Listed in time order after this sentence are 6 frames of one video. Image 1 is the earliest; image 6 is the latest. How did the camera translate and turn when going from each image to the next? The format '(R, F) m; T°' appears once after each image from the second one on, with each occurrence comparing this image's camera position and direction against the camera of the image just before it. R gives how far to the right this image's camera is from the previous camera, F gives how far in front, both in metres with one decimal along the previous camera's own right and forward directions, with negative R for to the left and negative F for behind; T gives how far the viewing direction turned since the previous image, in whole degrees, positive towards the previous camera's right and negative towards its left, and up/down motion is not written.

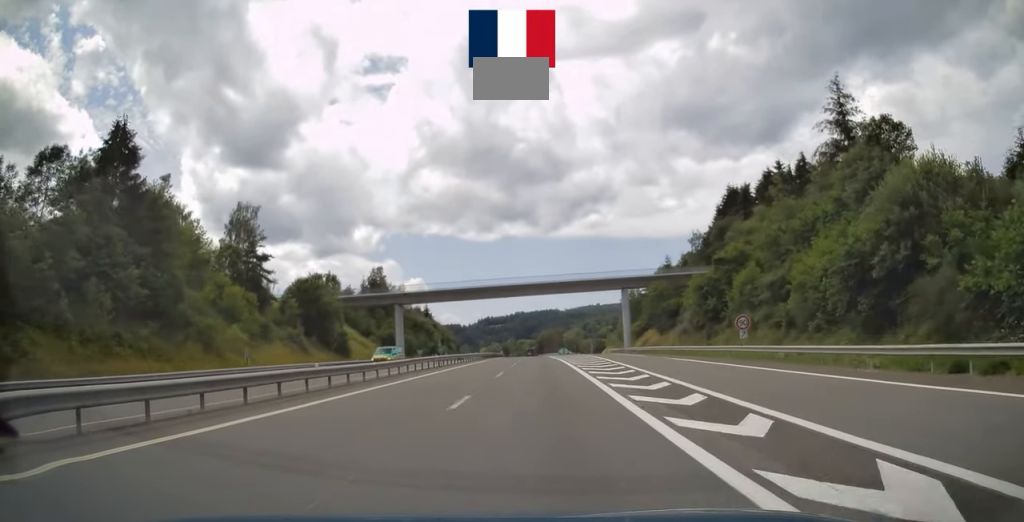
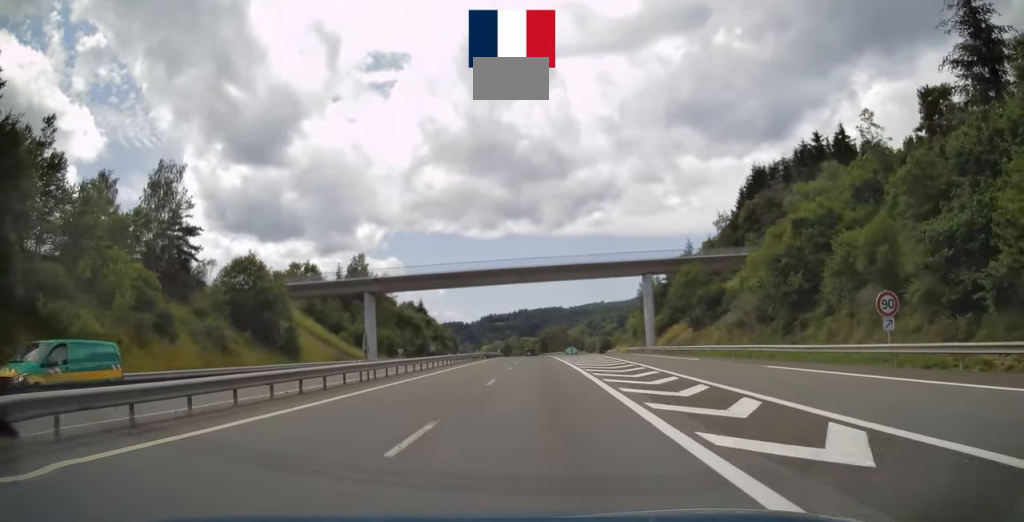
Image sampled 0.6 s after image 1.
(0.0, +17.9) m; 0°
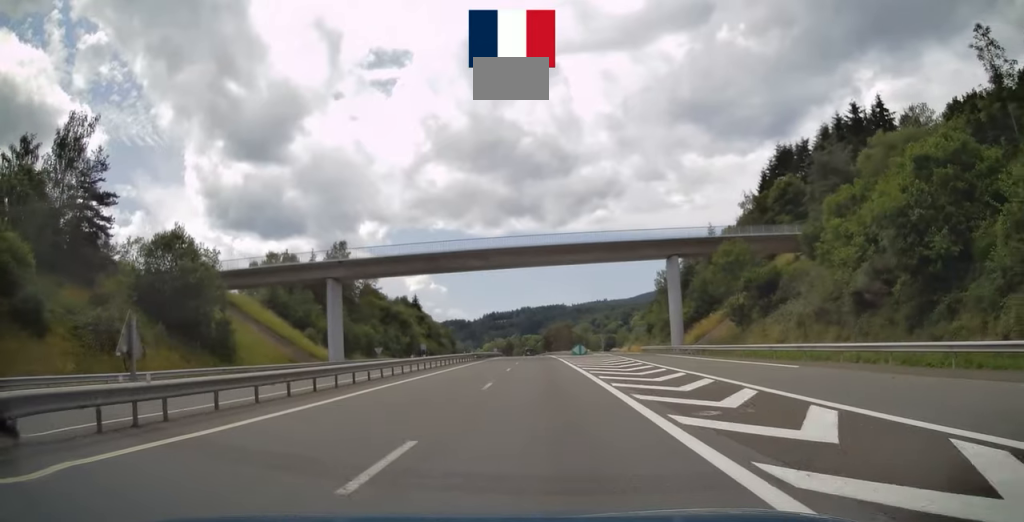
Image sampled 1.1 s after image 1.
(0.0, +14.3) m; 0°
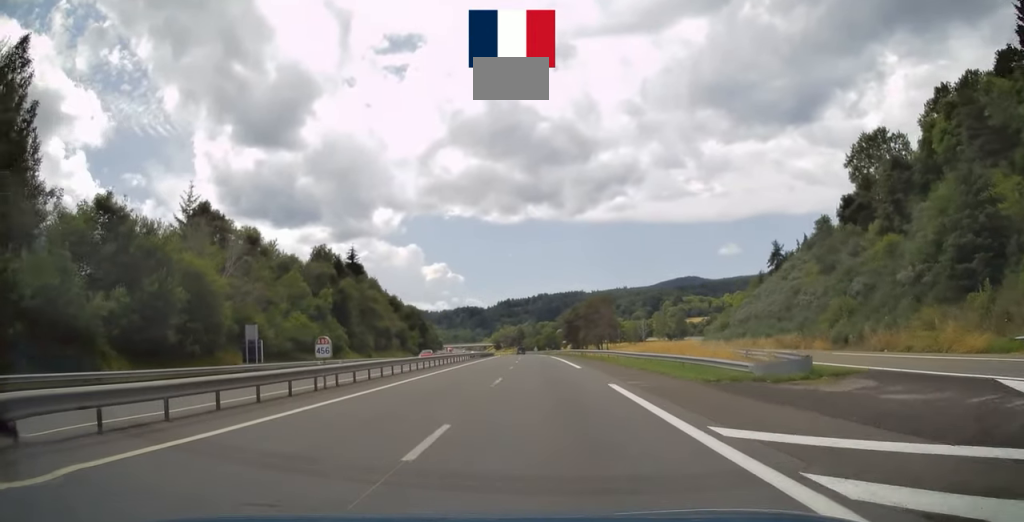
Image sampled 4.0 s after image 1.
(-1.6, +89.2) m; -2°
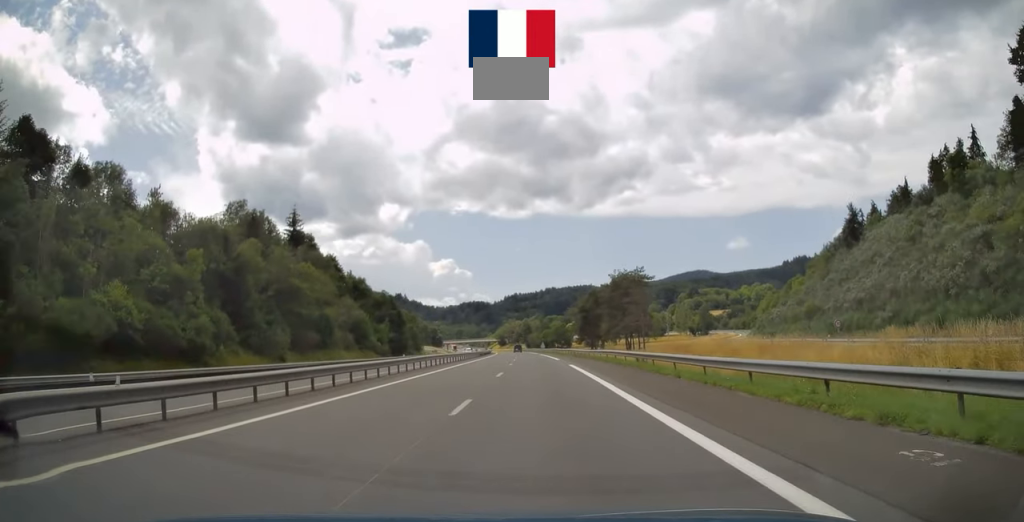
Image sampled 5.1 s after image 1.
(-0.5, +37.9) m; -1°
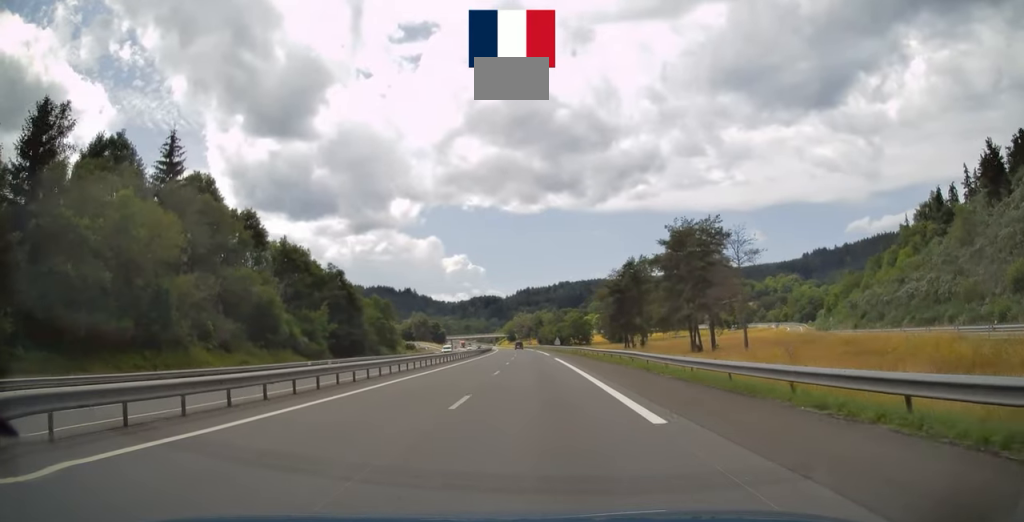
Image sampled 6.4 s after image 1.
(-0.3, +41.0) m; -1°
